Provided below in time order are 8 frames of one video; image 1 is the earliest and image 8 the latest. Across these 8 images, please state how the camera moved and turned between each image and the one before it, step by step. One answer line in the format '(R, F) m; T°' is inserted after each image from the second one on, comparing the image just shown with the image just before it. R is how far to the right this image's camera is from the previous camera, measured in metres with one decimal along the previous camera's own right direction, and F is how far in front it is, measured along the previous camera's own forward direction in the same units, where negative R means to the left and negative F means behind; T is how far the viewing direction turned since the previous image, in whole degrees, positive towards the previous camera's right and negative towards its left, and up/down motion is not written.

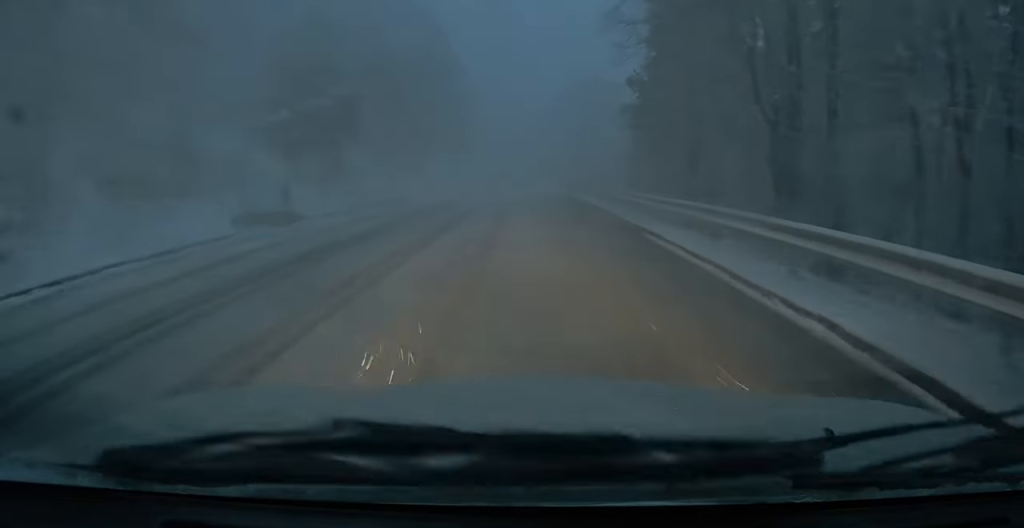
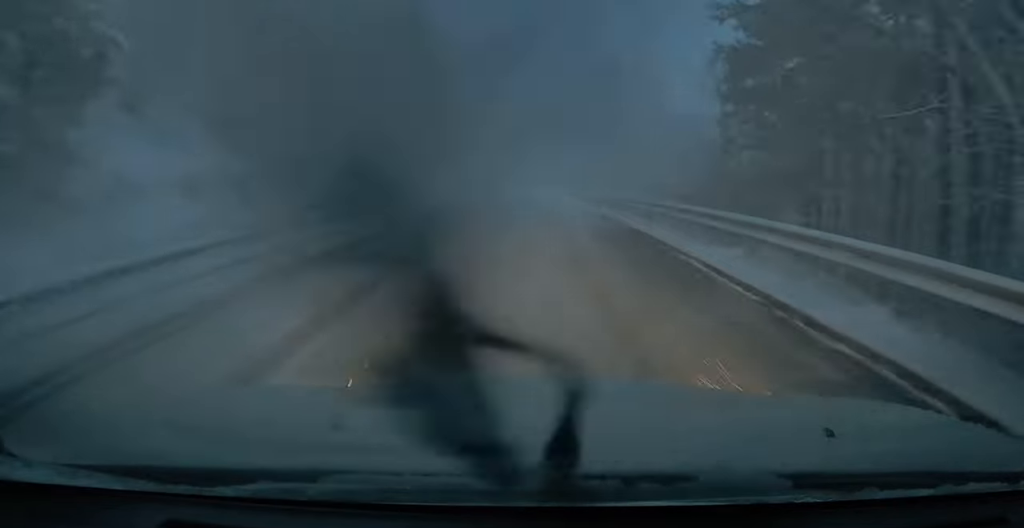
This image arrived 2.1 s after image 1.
(-1.5, +19.7) m; -7°
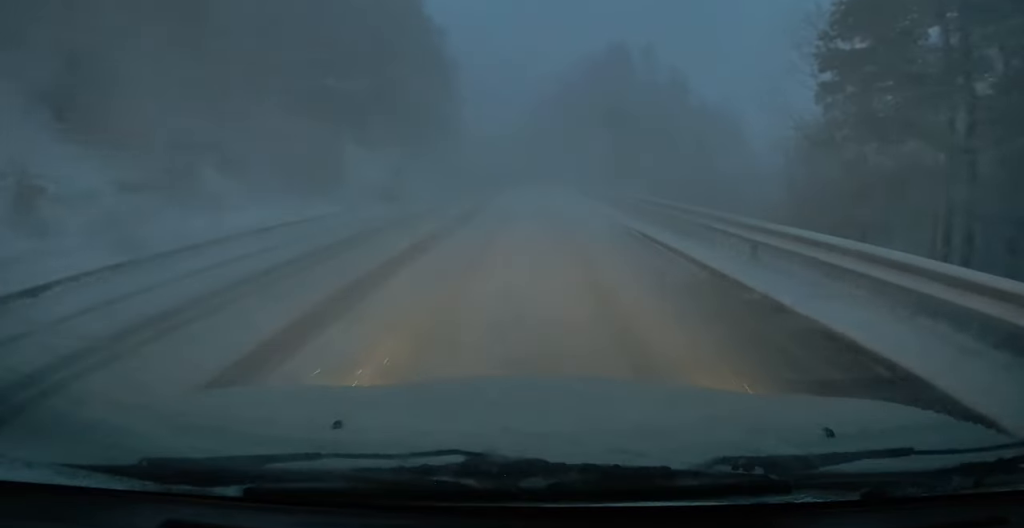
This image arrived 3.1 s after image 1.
(0.0, +9.8) m; +1°
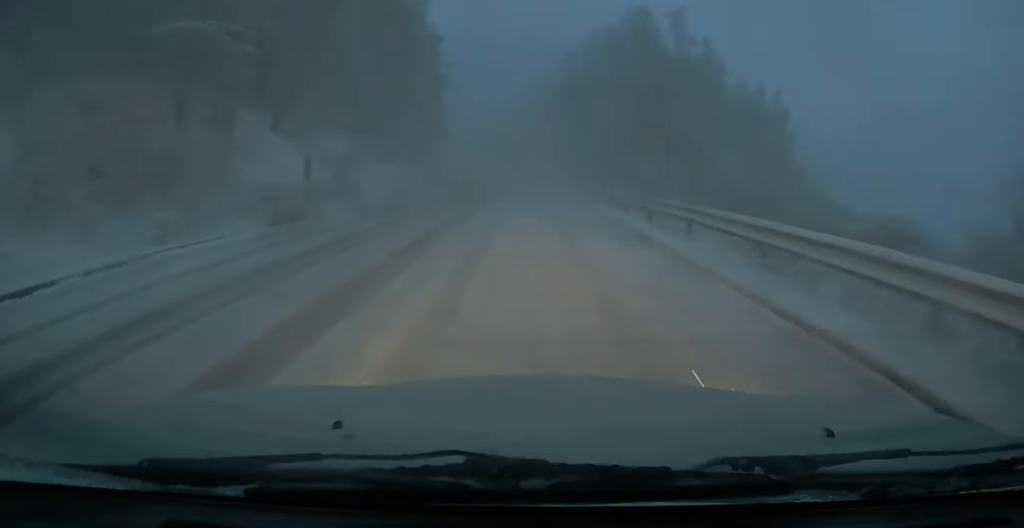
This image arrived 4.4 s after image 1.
(+0.5, +14.0) m; +4°
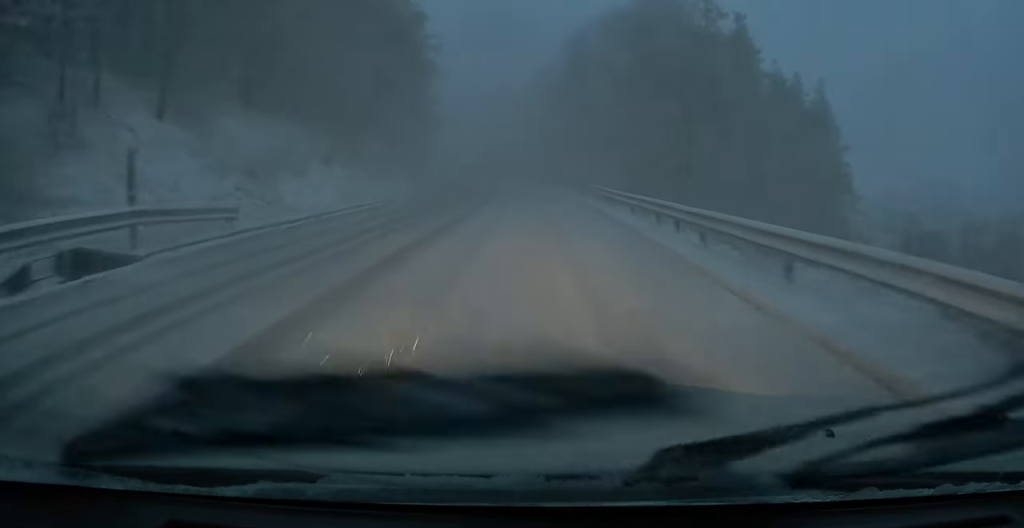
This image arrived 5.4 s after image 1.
(+0.2, +9.7) m; +1°
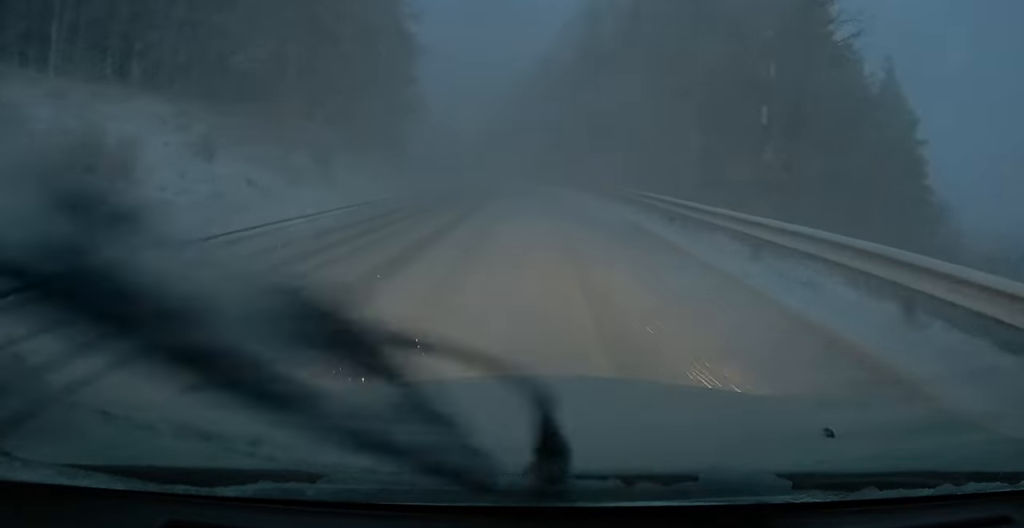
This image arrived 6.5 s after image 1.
(+0.1, +11.2) m; 0°
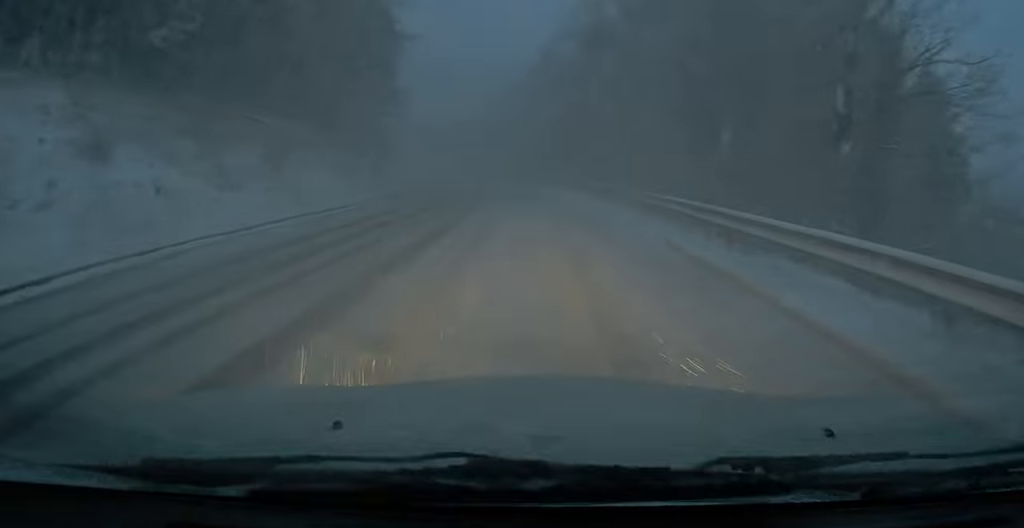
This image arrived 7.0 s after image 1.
(0.0, +4.9) m; 0°
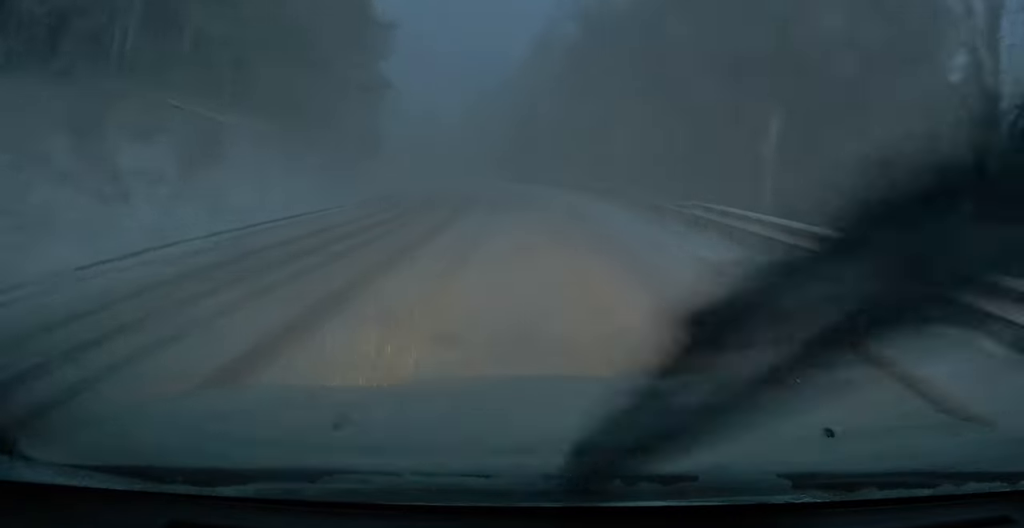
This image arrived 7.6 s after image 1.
(-0.1, +5.1) m; 0°
